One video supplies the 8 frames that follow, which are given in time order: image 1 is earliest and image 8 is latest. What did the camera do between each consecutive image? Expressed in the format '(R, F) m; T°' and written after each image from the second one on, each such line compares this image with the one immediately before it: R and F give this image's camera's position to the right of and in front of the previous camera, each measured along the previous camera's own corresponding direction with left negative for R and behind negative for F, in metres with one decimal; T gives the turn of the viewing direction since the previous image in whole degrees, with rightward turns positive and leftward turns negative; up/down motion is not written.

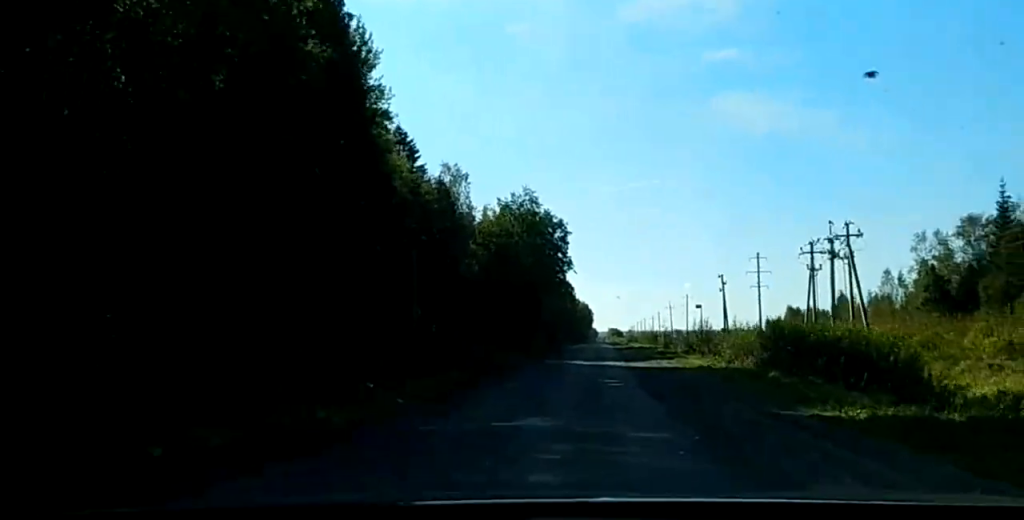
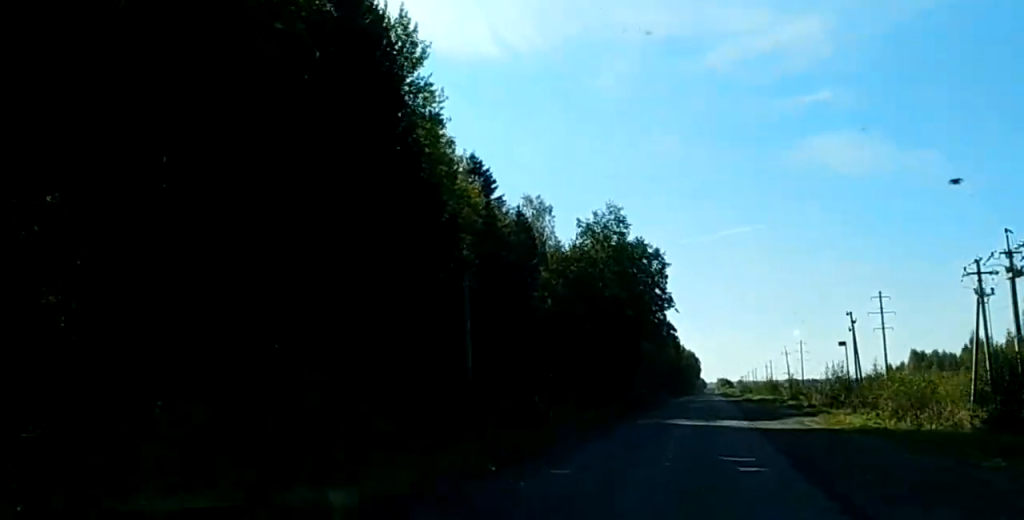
(-0.1, +12.7) m; 0°
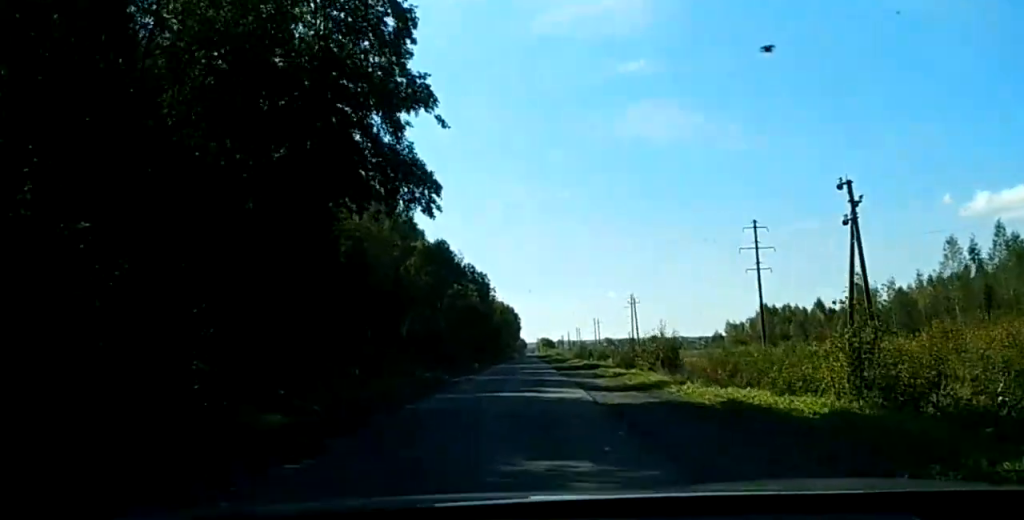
(+0.8, +57.3) m; +2°
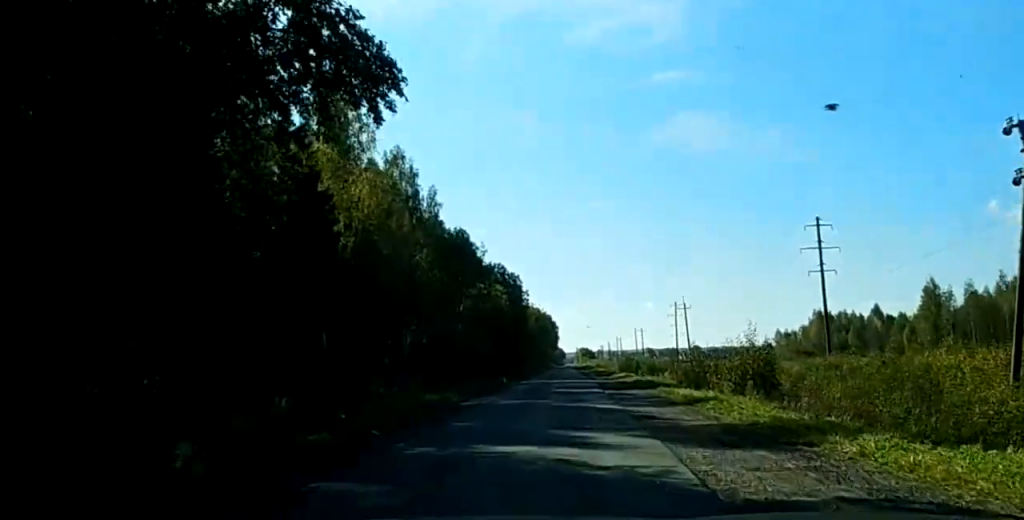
(+0.1, +12.8) m; 0°
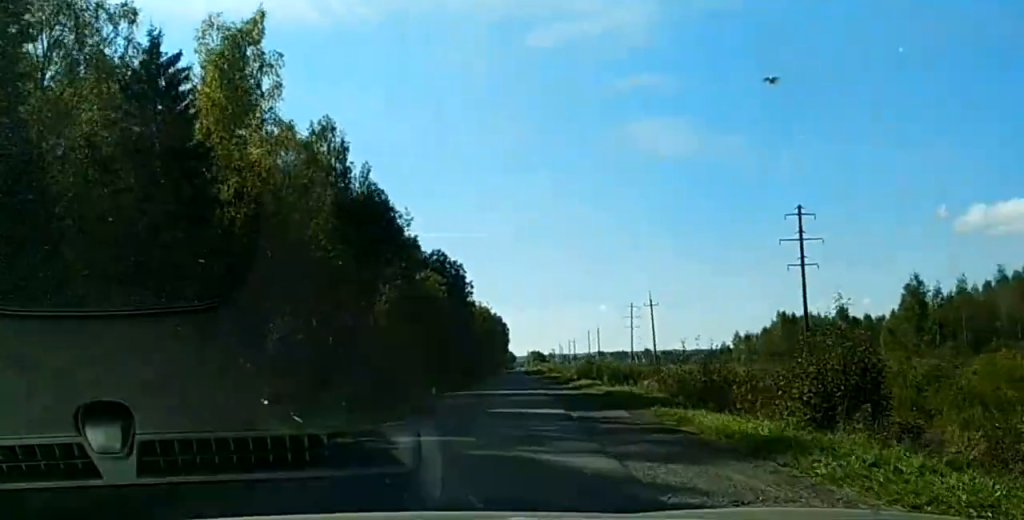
(+0.1, +14.8) m; 0°
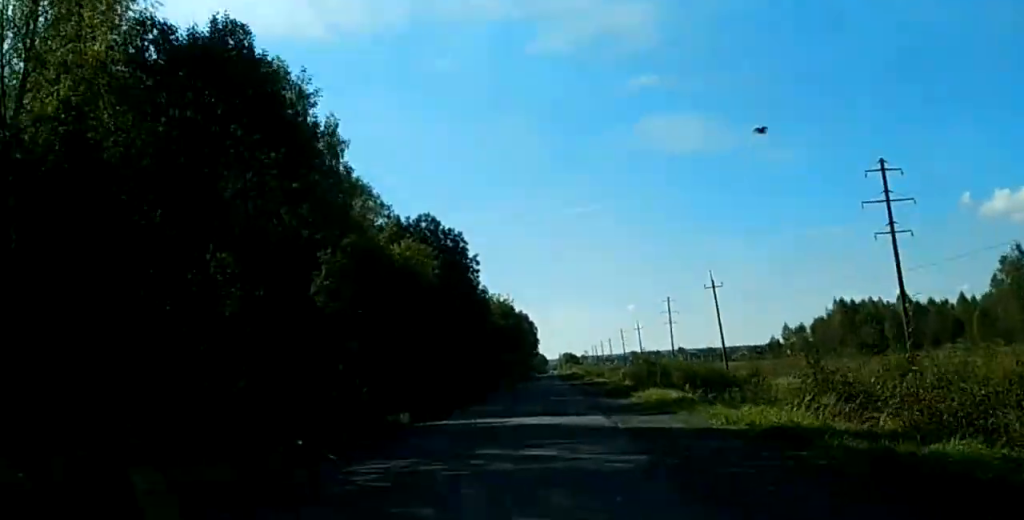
(0.0, +22.7) m; -1°
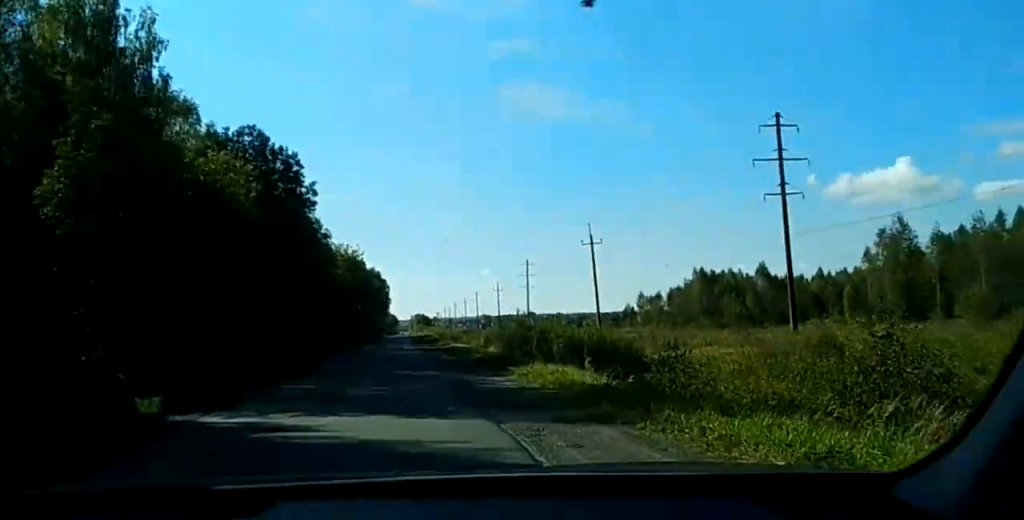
(-0.2, +11.6) m; 0°
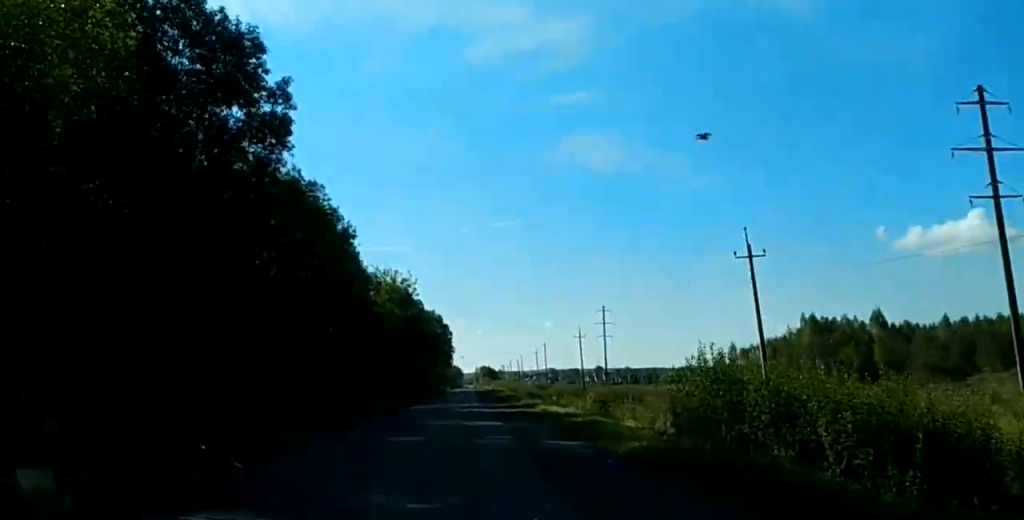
(0.0, +24.3) m; 0°
